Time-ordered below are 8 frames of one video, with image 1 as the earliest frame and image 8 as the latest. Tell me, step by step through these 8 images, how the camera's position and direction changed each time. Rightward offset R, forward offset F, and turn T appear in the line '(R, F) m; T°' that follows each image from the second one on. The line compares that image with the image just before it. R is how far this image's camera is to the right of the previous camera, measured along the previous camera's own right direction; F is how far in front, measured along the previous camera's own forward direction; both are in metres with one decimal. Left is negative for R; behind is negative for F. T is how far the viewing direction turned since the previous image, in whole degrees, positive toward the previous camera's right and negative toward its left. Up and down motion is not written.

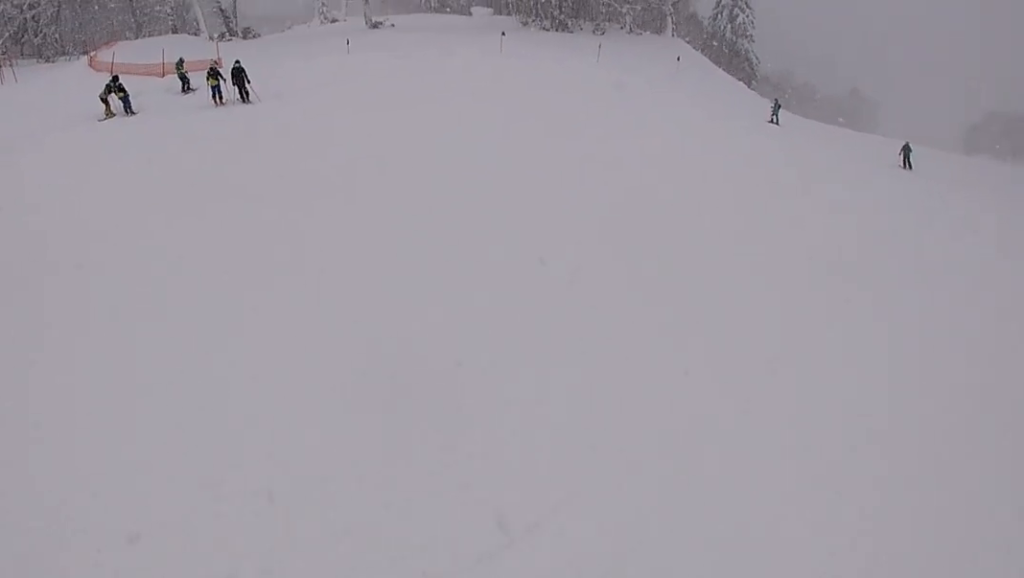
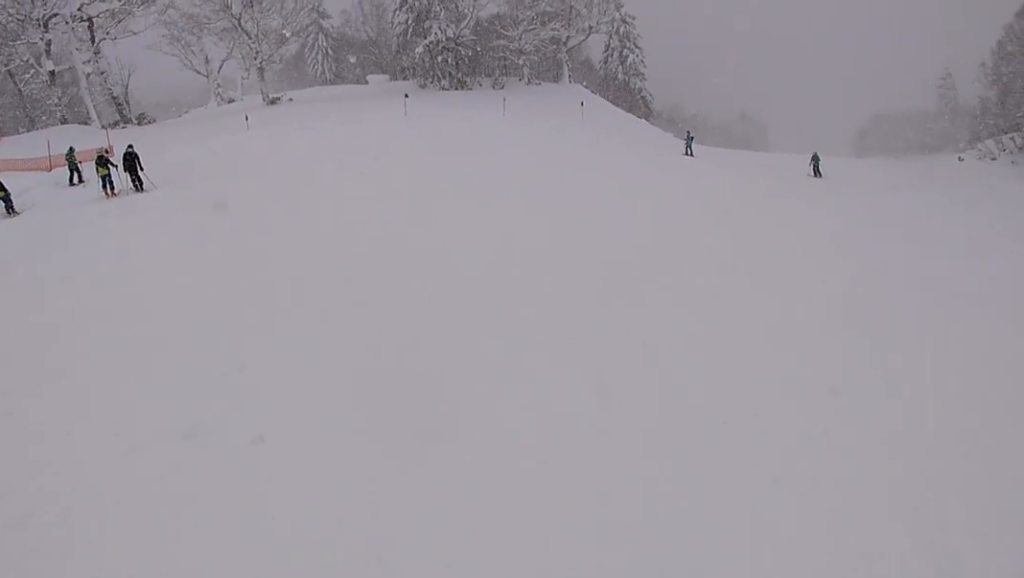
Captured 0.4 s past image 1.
(-0.2, +2.4) m; +6°
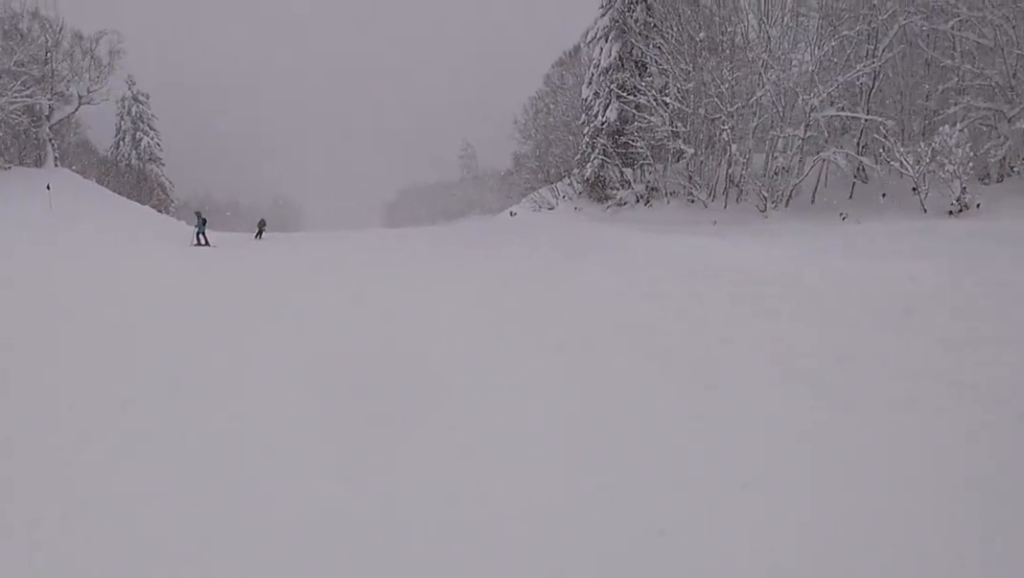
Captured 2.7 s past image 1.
(+4.7, +12.2) m; +37°
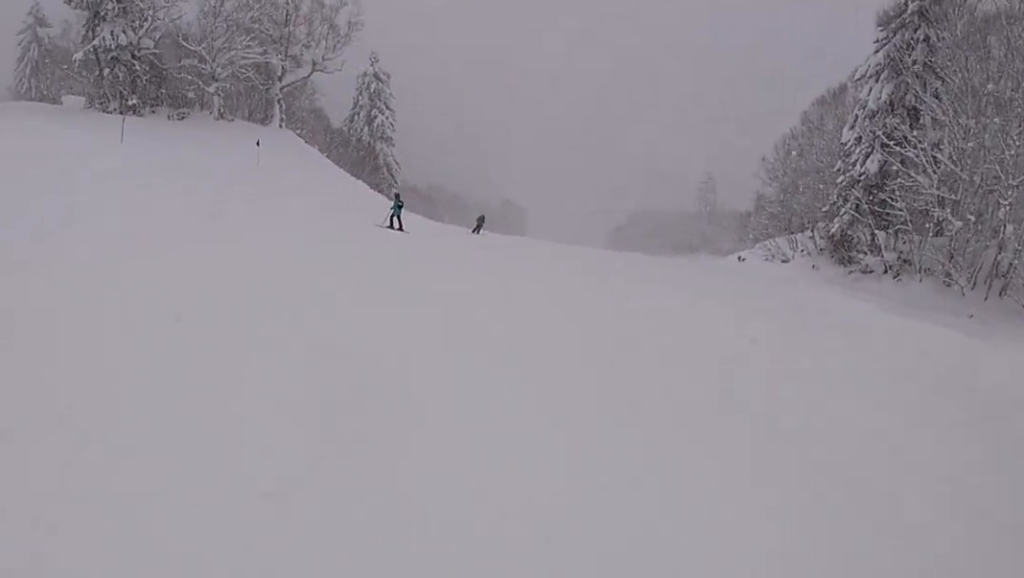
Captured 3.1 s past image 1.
(+0.5, +2.4) m; +5°
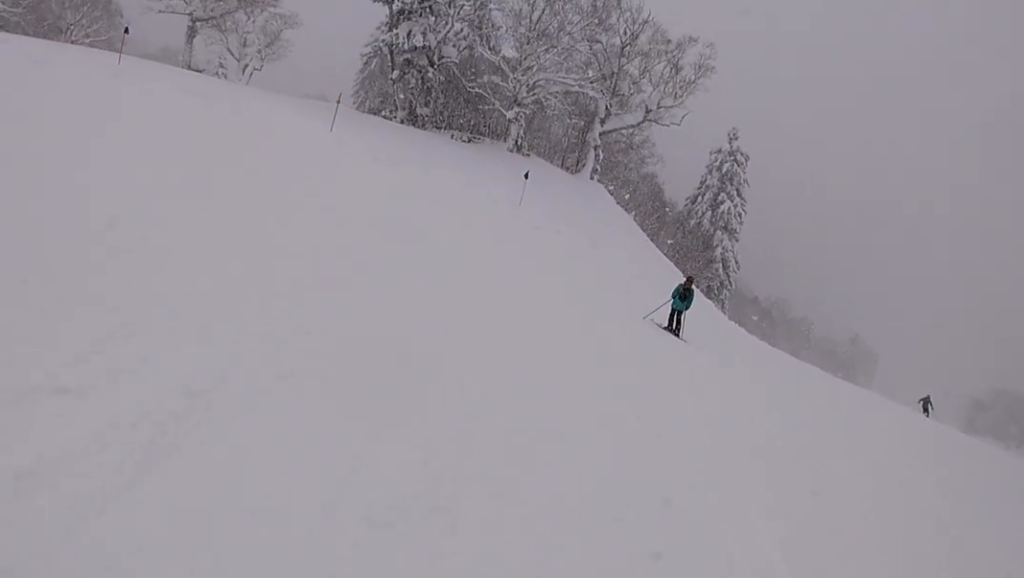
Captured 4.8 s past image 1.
(-2.5, +8.9) m; -35°
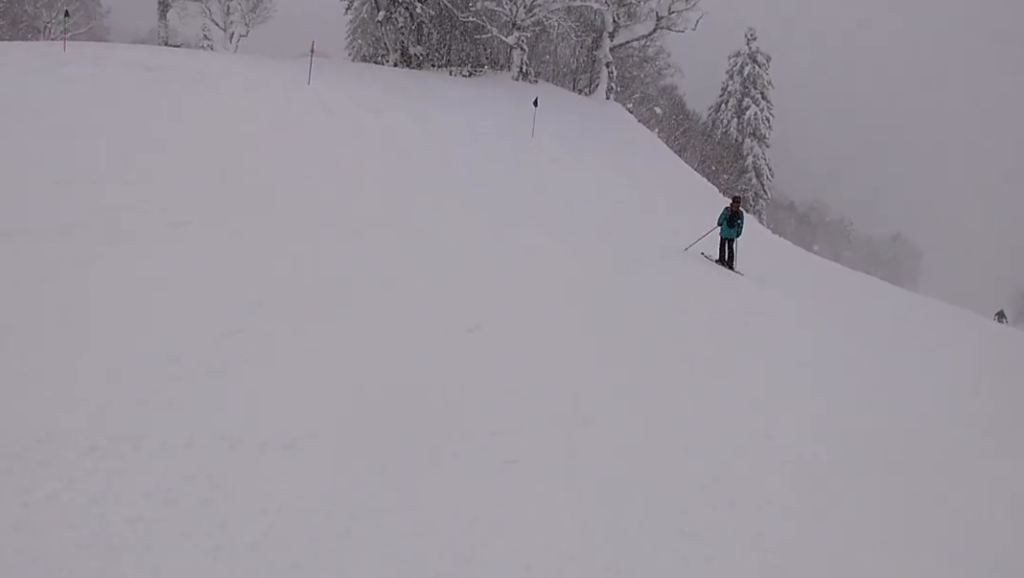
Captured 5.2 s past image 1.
(-0.9, +2.3) m; -5°
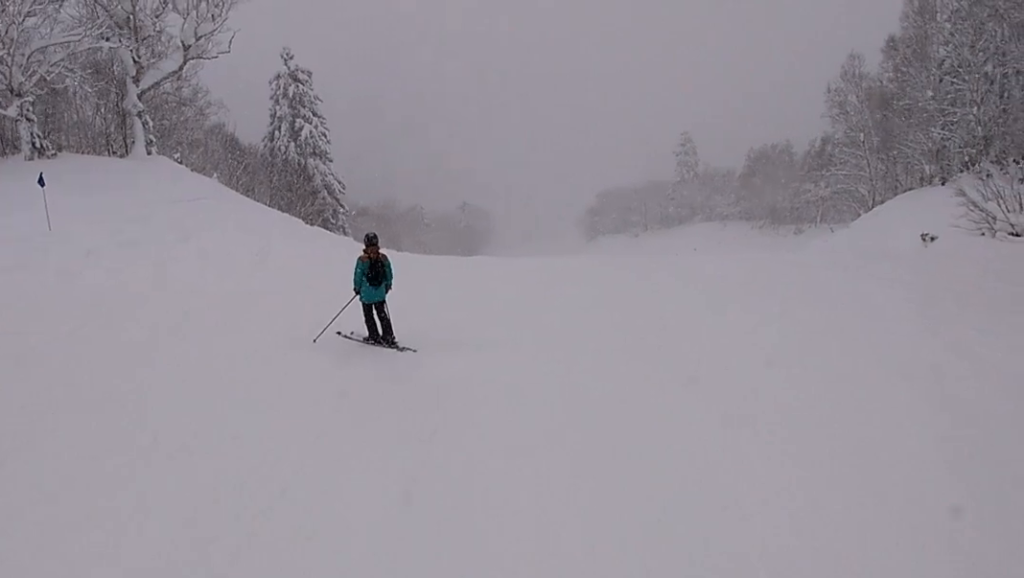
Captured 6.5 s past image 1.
(+1.6, +7.6) m; +19°
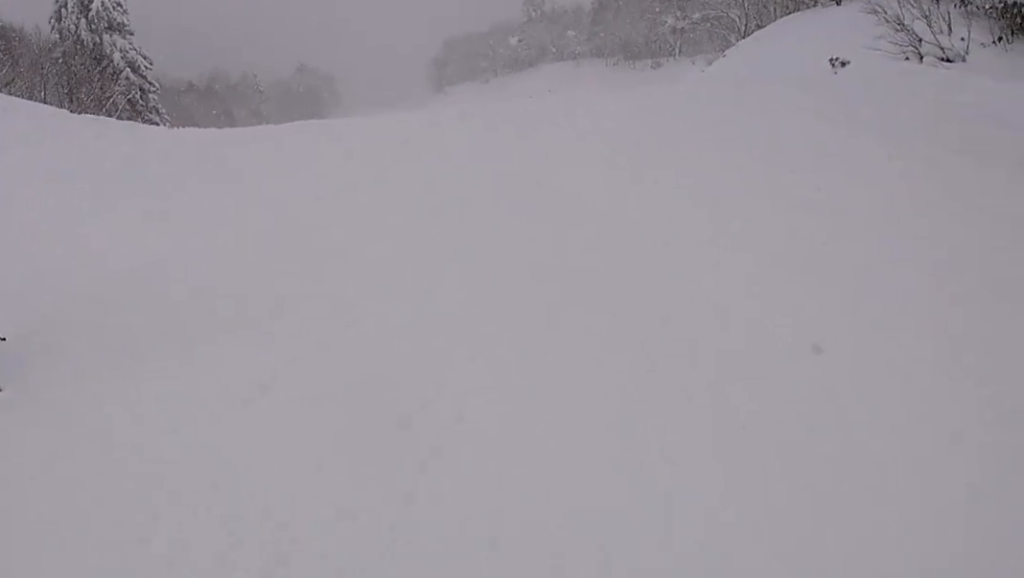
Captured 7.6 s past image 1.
(+0.5, +5.5) m; +15°
